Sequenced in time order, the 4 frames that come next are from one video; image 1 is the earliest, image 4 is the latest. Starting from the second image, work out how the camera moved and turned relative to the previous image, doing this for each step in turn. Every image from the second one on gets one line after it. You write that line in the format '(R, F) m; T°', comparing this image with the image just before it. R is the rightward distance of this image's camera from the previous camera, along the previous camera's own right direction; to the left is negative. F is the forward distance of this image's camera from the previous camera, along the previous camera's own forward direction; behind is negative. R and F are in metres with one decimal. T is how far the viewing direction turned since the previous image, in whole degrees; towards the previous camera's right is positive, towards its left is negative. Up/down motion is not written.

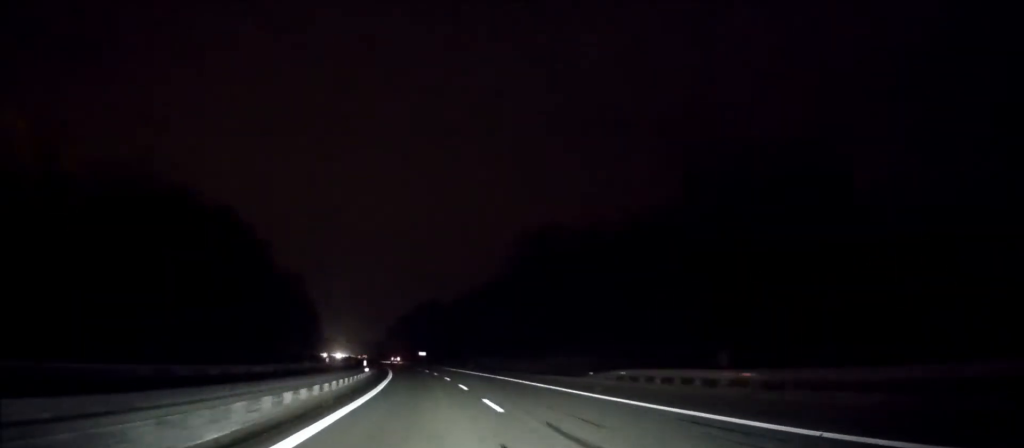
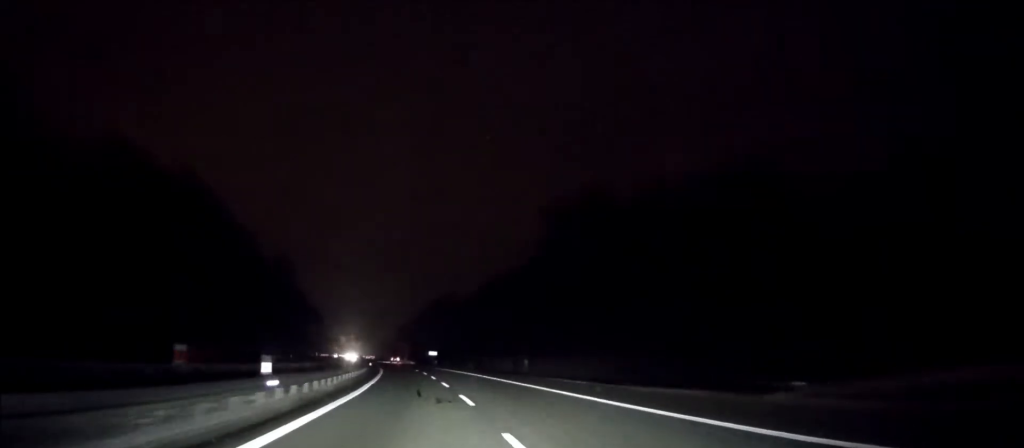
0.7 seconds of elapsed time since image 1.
(-0.4, +21.0) m; -1°
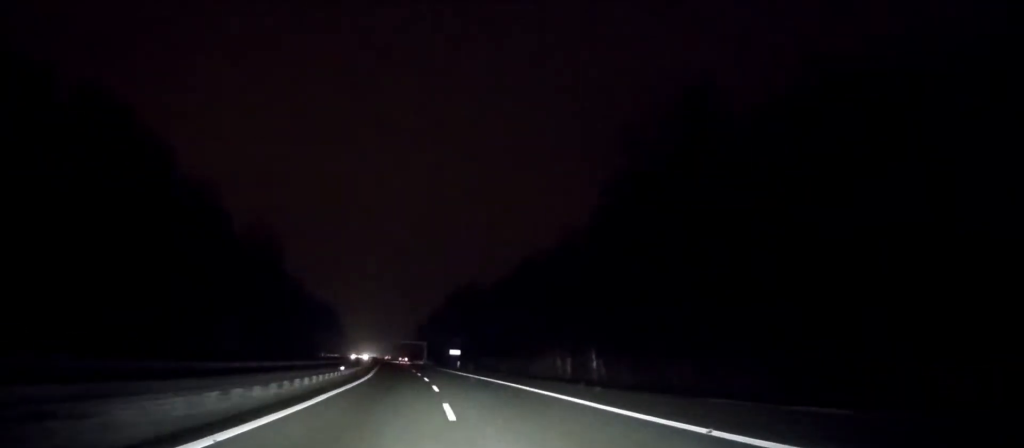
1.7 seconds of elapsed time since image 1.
(-0.4, +27.6) m; -2°
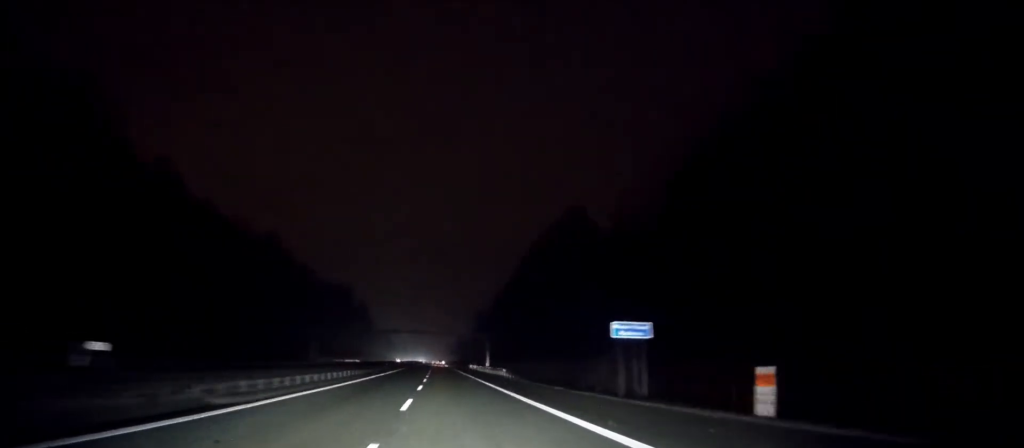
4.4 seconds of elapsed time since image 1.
(-3.1, +78.1) m; -5°
